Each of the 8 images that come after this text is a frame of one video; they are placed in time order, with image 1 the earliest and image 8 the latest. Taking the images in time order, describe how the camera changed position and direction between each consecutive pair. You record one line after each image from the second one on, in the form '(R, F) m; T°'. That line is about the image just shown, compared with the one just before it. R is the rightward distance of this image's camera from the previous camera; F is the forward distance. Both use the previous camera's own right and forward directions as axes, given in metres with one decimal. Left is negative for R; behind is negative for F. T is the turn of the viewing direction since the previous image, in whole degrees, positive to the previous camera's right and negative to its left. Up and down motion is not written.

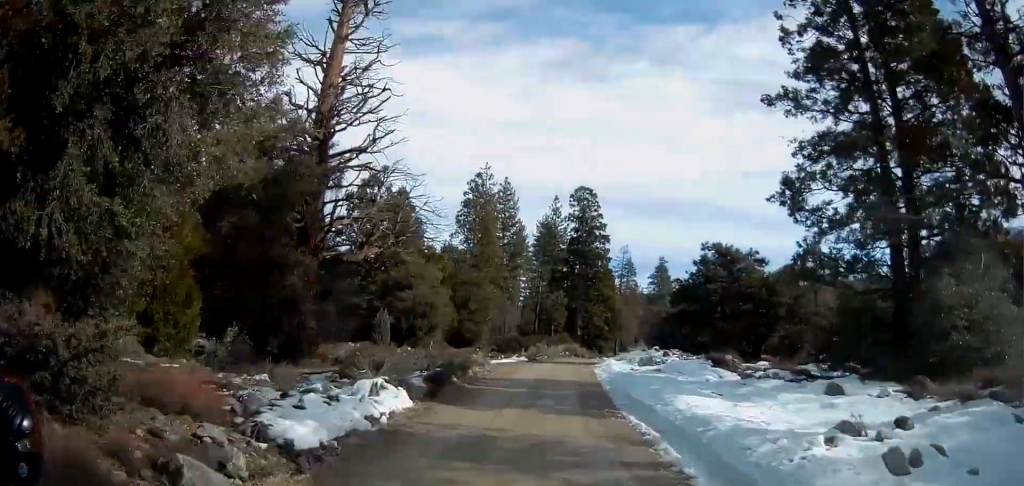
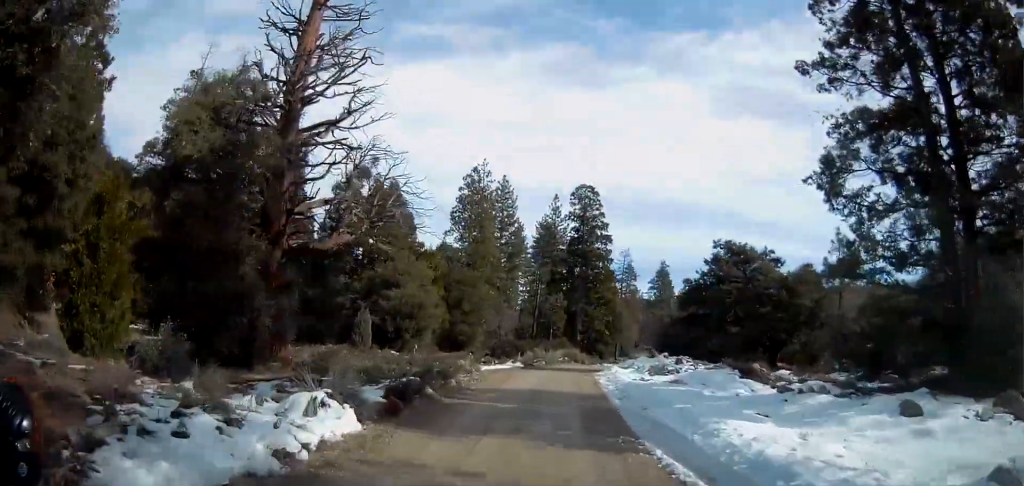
(0.0, +3.8) m; +1°
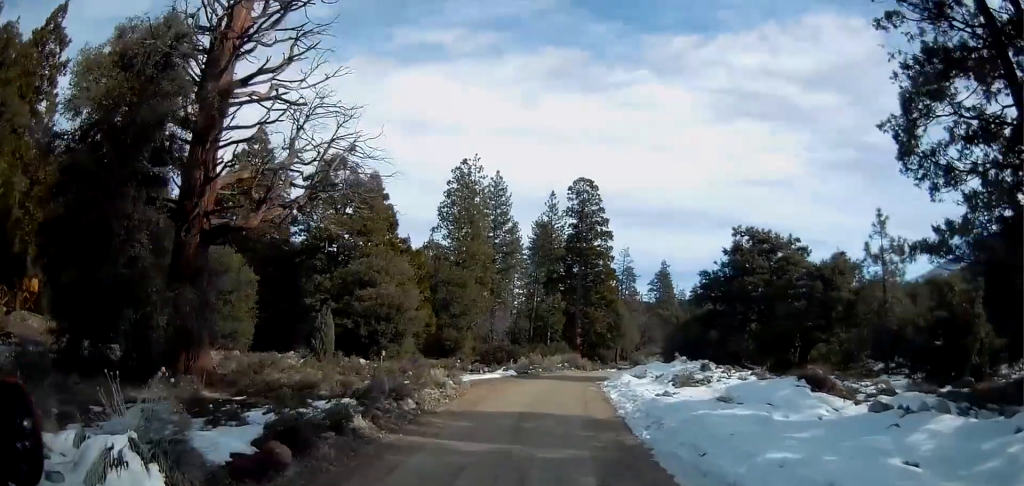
(0.0, +5.7) m; +2°
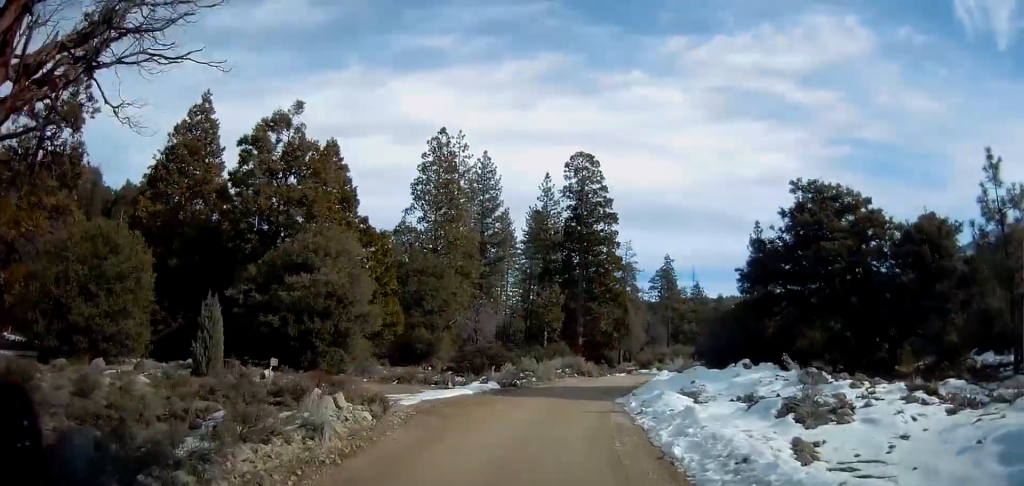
(0.0, +10.4) m; 0°
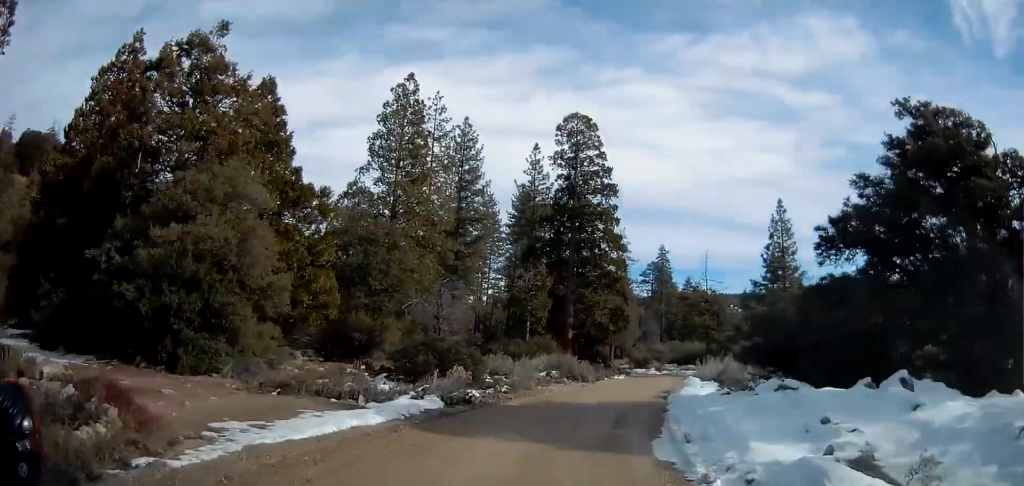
(+0.3, +10.6) m; +3°
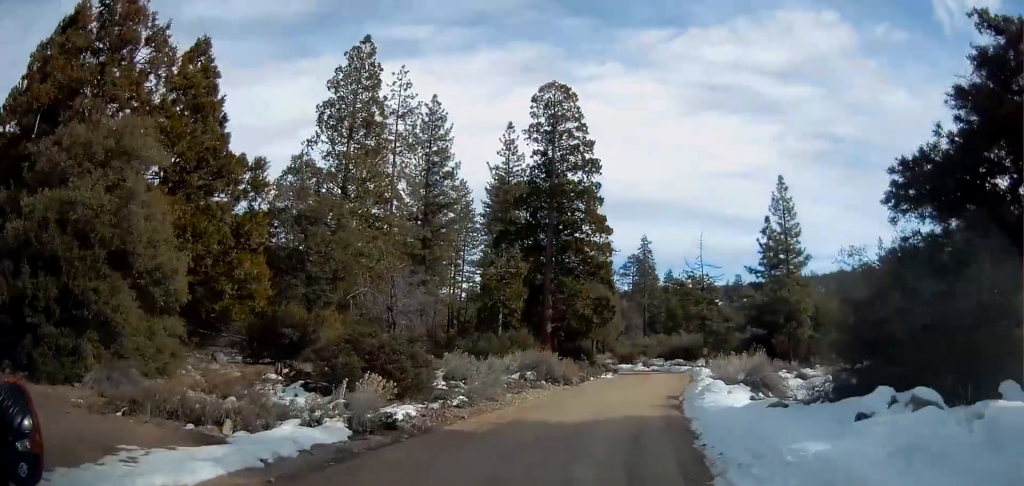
(+0.1, +6.1) m; +1°
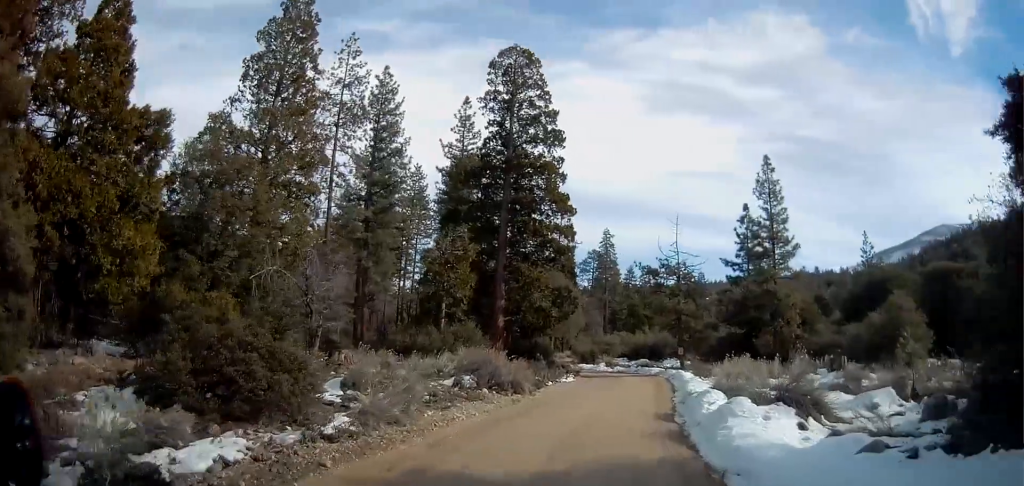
(0.0, +6.0) m; +1°
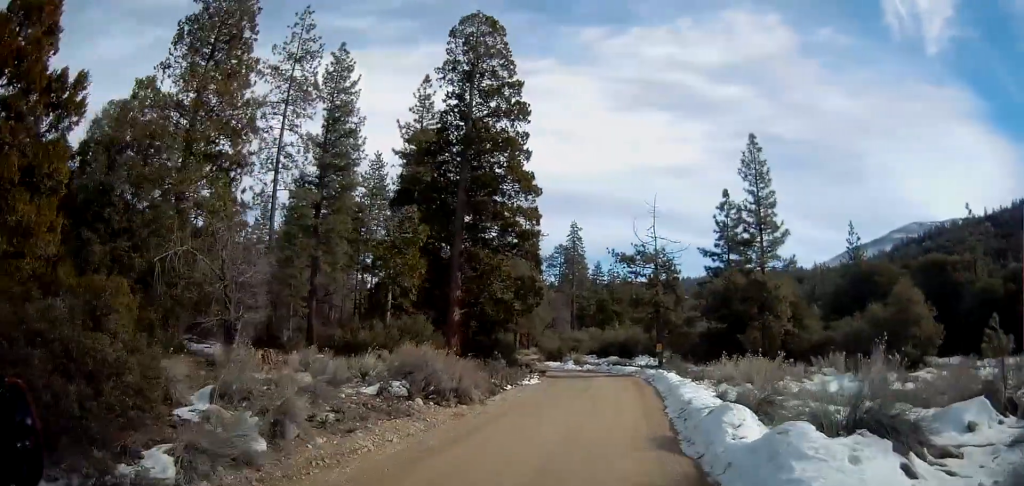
(-0.2, +4.6) m; +4°
